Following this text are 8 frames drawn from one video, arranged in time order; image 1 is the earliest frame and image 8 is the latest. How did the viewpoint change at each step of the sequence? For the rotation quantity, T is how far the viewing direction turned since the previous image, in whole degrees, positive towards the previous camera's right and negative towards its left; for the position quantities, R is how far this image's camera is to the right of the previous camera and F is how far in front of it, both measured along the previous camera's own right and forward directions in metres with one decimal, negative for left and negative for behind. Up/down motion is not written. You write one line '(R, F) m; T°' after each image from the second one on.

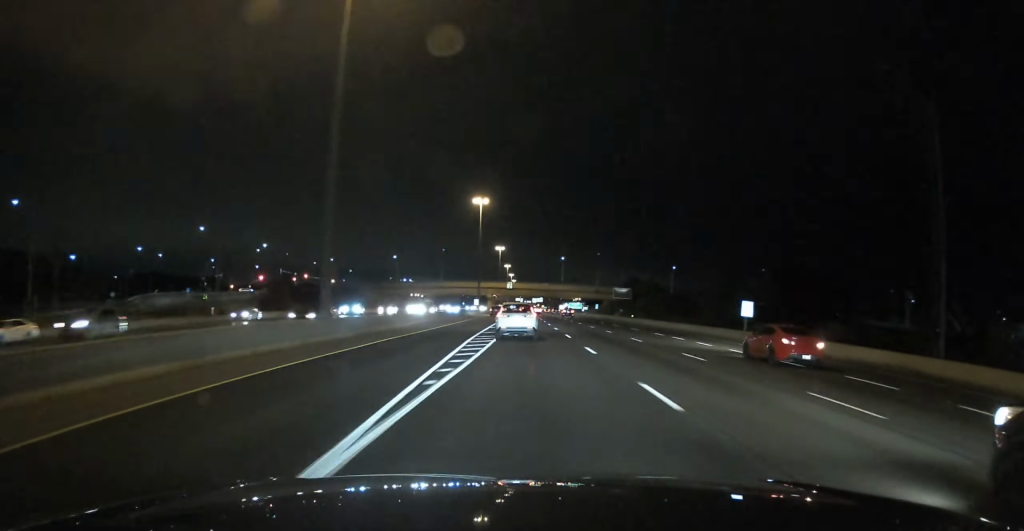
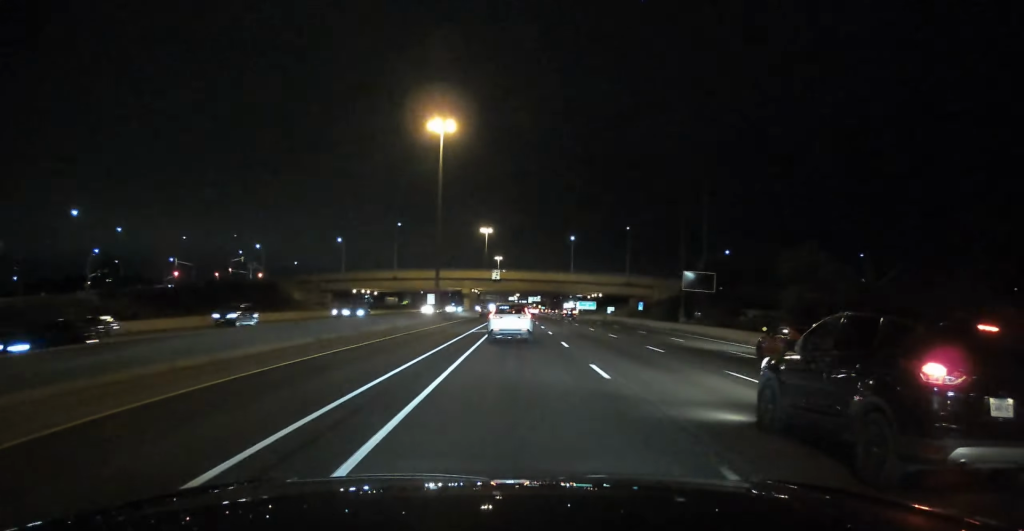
(0.0, +64.7) m; 0°
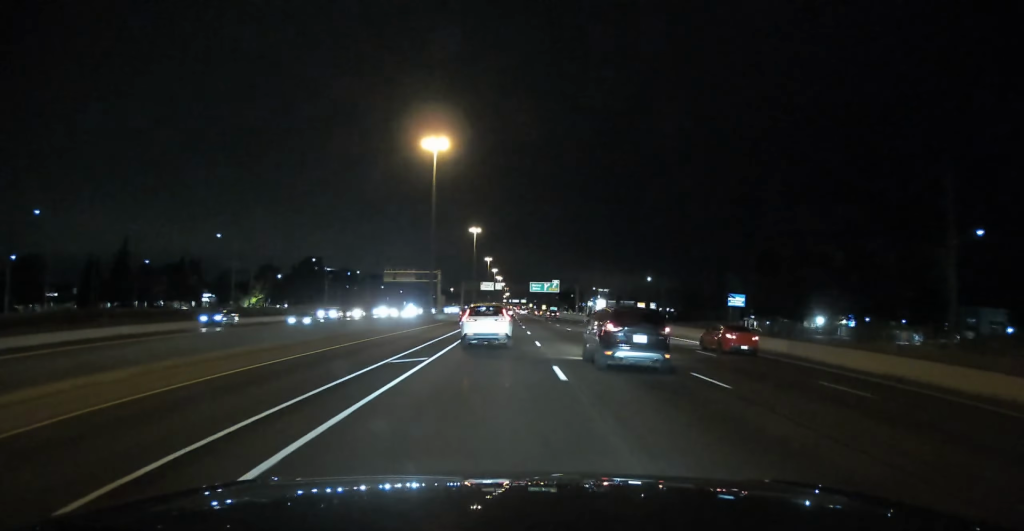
(+0.5, +236.5) m; 0°
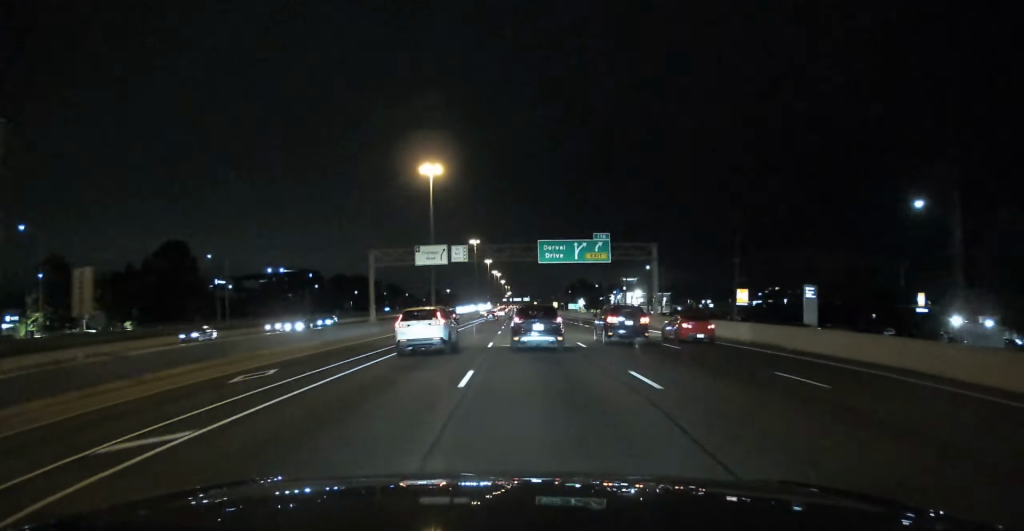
(+0.2, +96.3) m; 0°
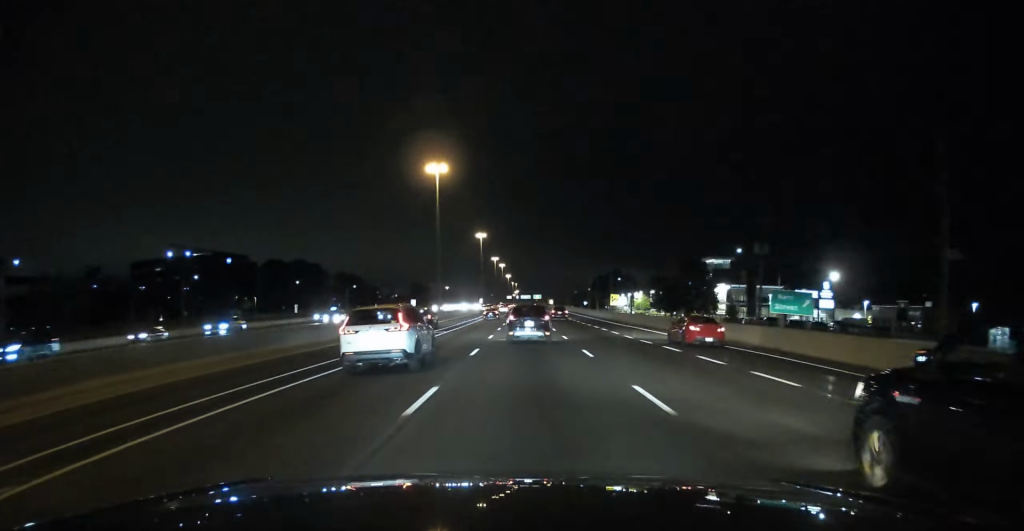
(-0.4, +128.2) m; 0°
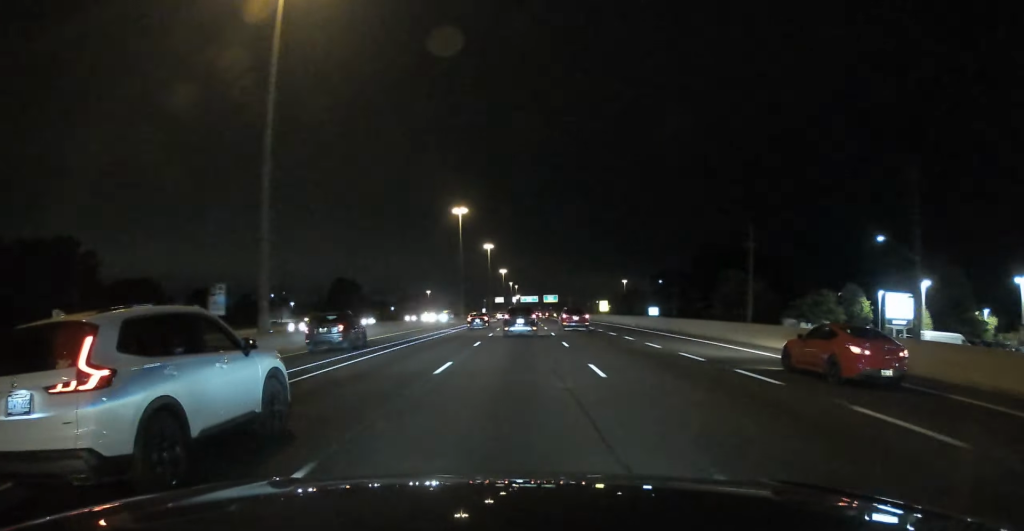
(+0.3, +196.5) m; 0°
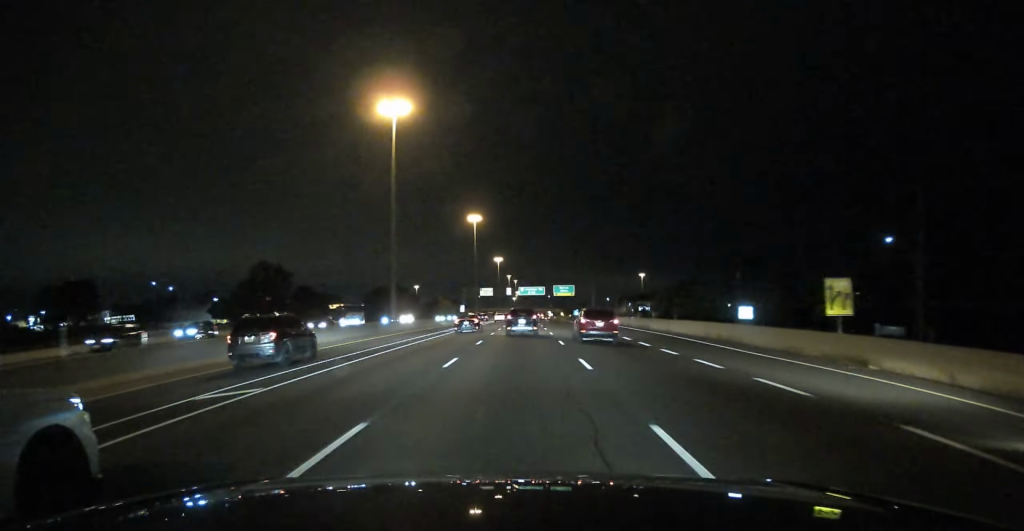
(-0.3, +80.7) m; 0°
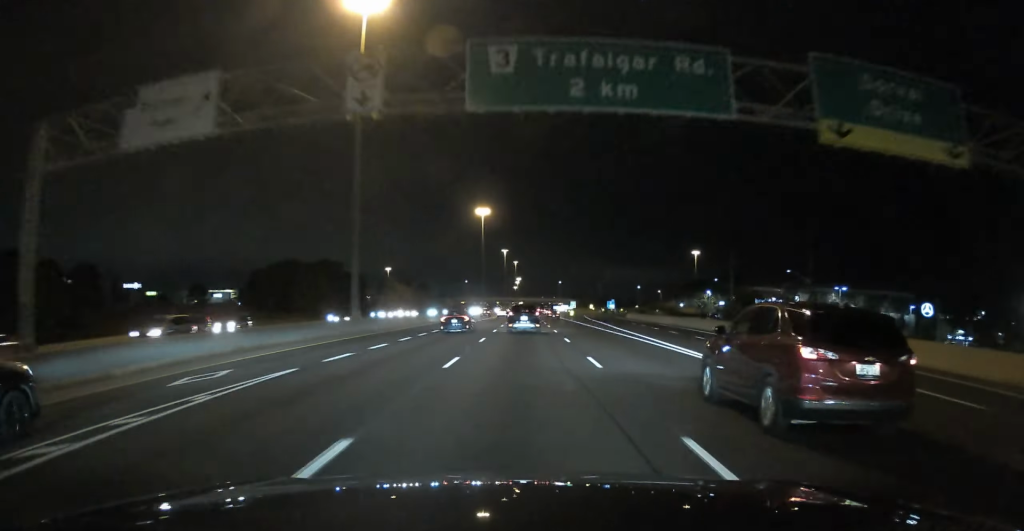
(-0.1, +143.4) m; 0°
